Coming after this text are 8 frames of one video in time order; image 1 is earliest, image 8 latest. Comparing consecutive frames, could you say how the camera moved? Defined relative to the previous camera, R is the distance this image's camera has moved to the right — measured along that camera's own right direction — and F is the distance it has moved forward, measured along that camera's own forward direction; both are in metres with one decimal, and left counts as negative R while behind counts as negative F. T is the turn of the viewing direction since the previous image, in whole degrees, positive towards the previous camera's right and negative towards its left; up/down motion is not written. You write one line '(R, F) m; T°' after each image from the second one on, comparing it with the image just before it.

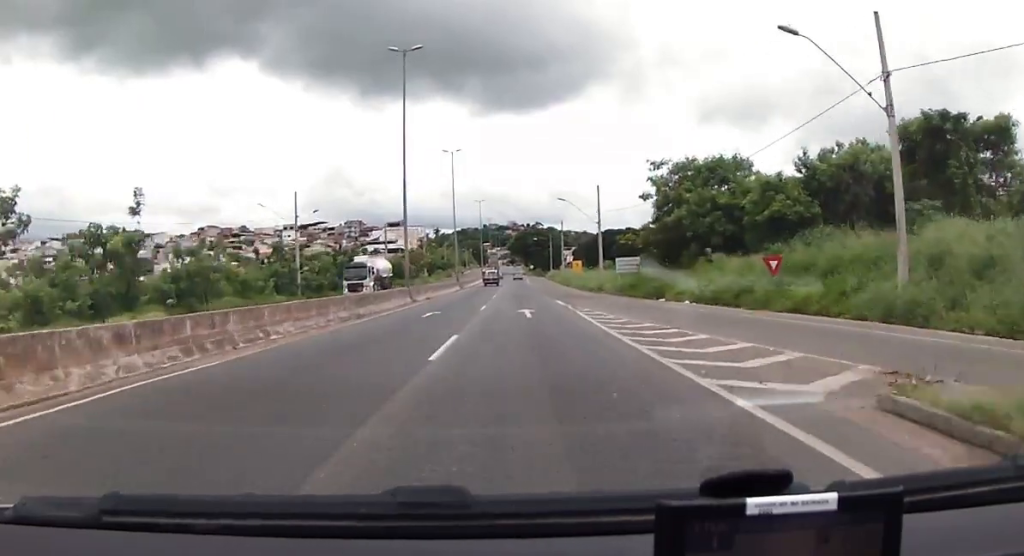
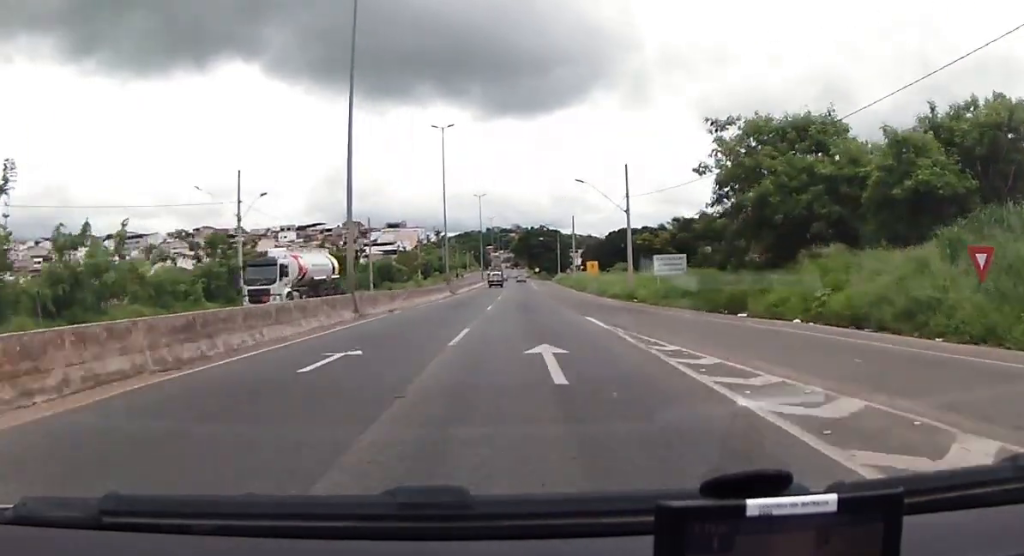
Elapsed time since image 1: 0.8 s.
(-0.3, +14.1) m; 0°
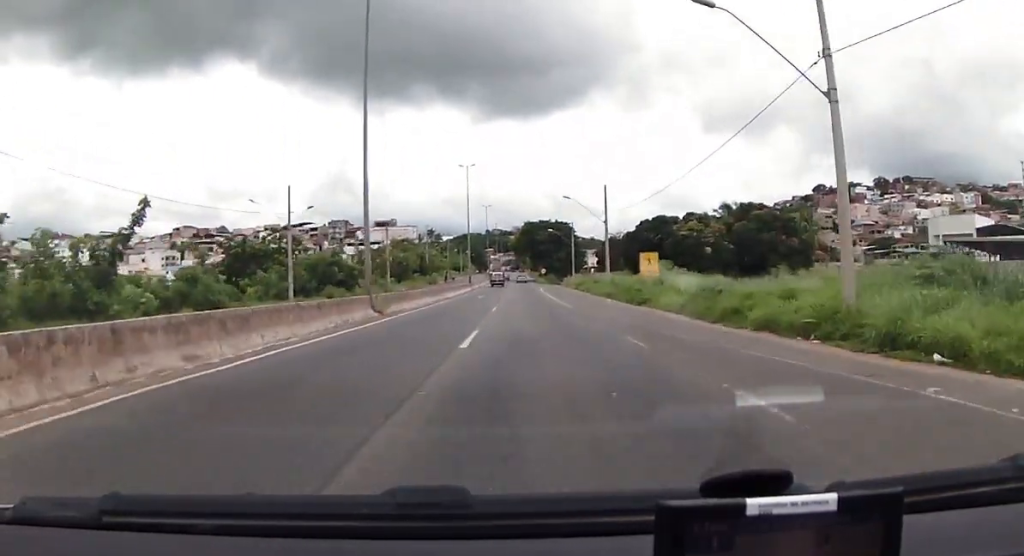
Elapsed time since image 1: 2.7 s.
(+0.1, +32.7) m; -1°
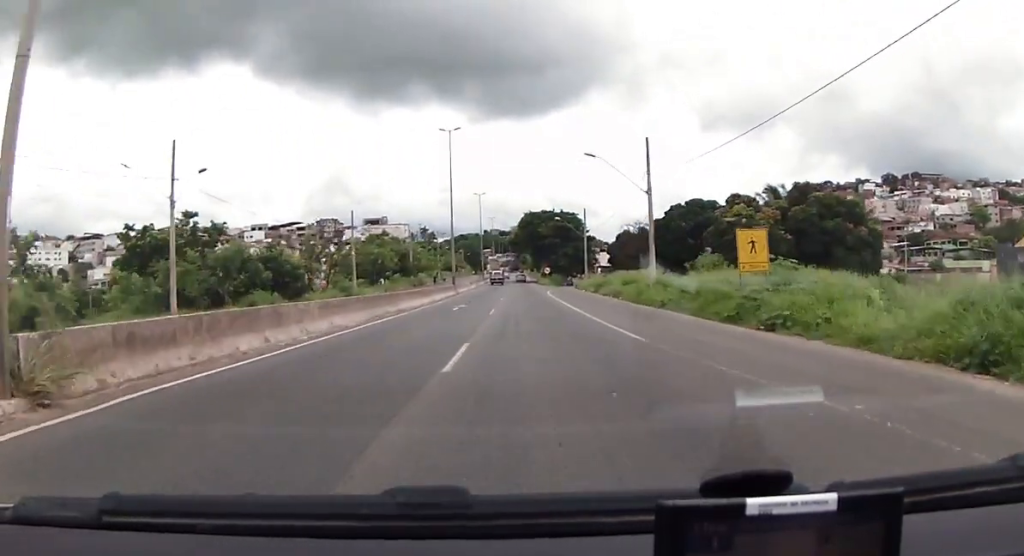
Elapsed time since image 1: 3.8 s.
(-0.2, +20.4) m; 0°
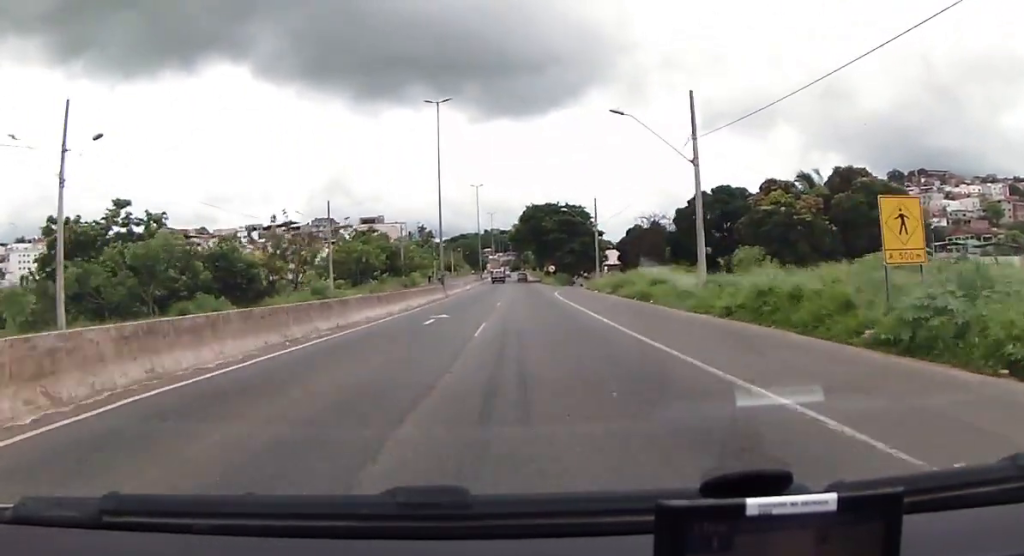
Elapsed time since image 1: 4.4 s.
(+0.1, +10.5) m; 0°
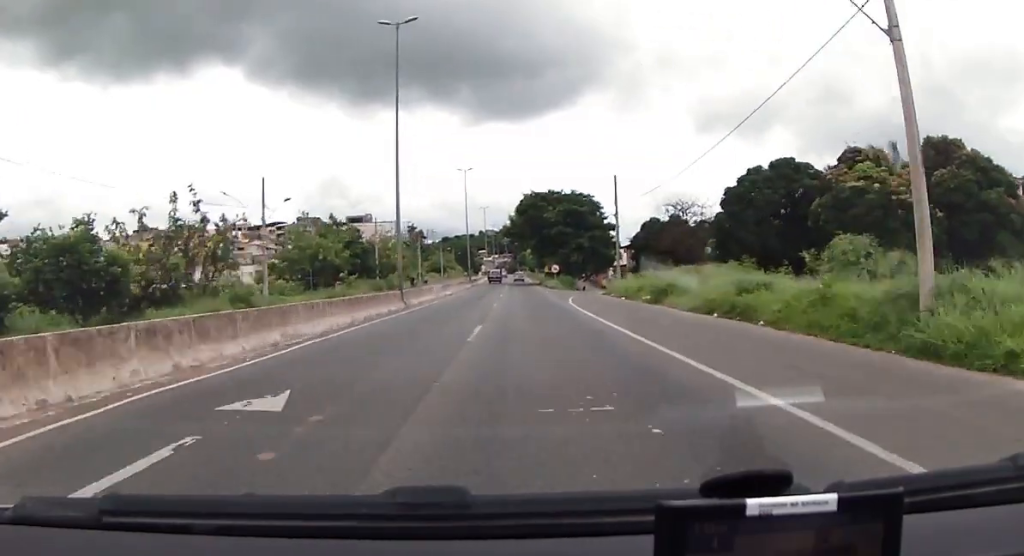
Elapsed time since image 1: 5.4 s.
(0.0, +17.3) m; 0°
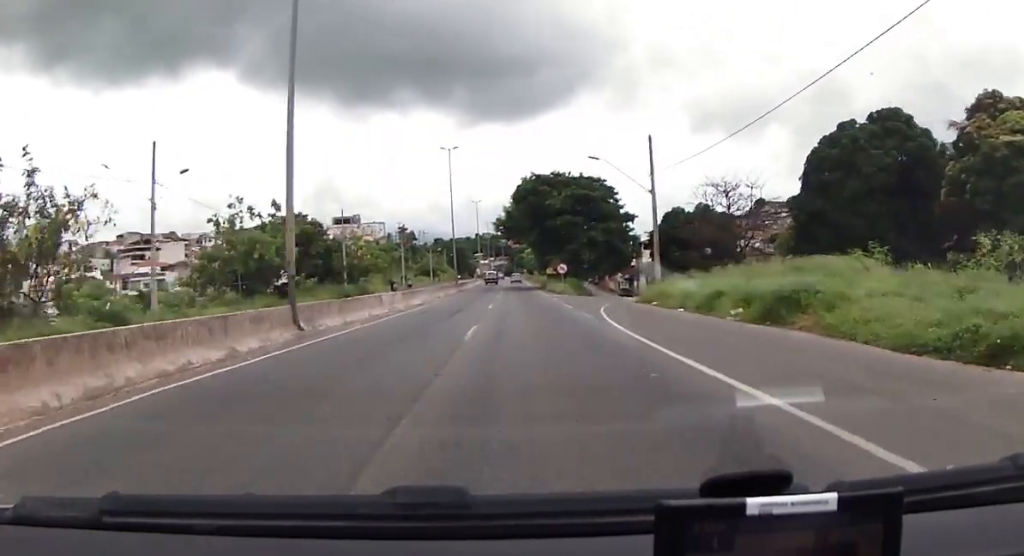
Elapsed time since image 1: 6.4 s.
(0.0, +16.3) m; 0°
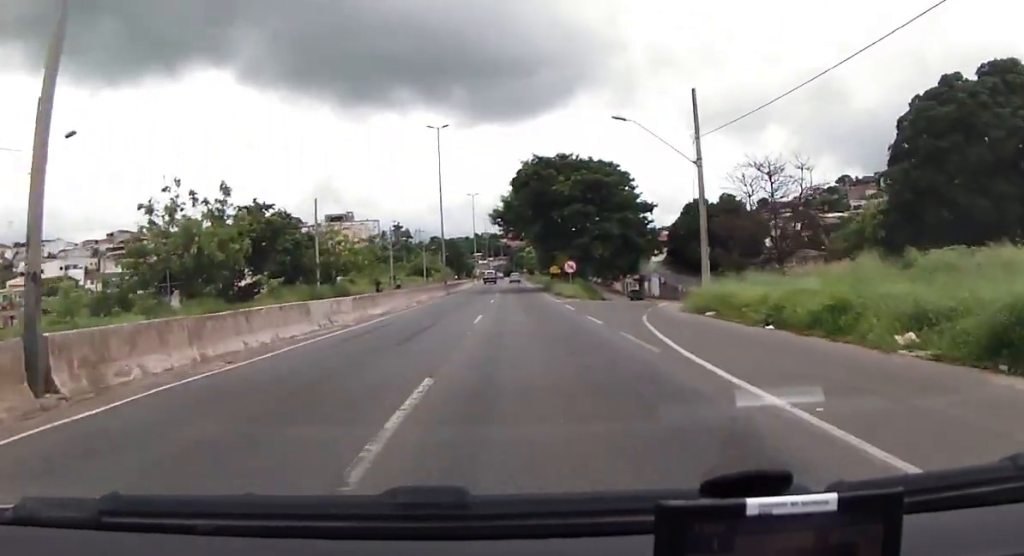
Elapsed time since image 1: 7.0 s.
(0.0, +10.4) m; 0°
